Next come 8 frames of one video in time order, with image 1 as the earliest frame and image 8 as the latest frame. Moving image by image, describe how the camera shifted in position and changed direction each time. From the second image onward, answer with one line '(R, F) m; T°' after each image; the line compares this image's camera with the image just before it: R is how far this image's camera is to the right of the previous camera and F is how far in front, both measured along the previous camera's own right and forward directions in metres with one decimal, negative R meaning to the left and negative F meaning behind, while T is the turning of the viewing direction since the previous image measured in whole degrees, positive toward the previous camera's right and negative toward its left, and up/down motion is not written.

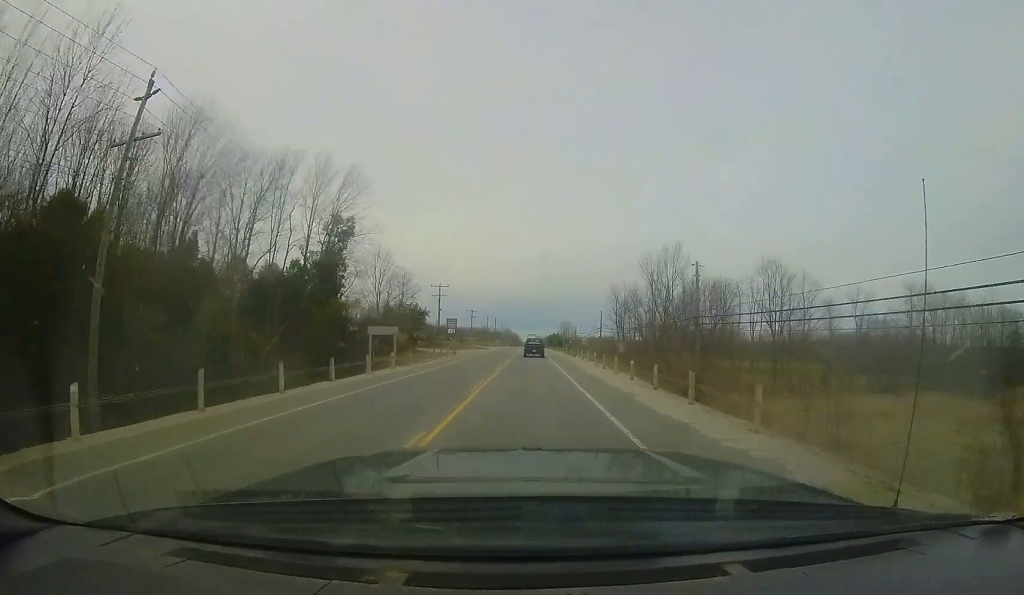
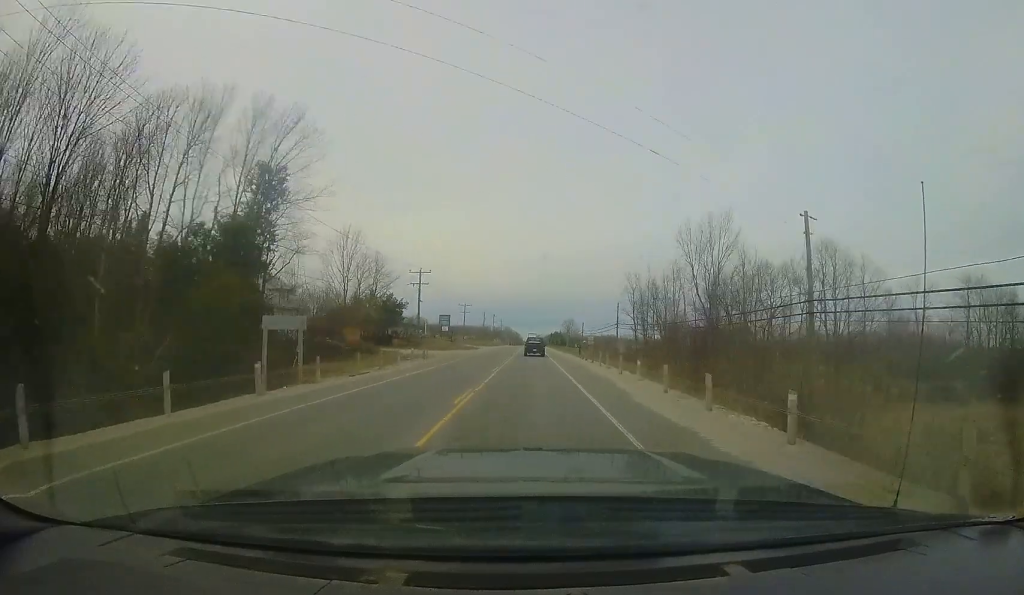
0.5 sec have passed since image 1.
(-0.2, +11.7) m; -1°
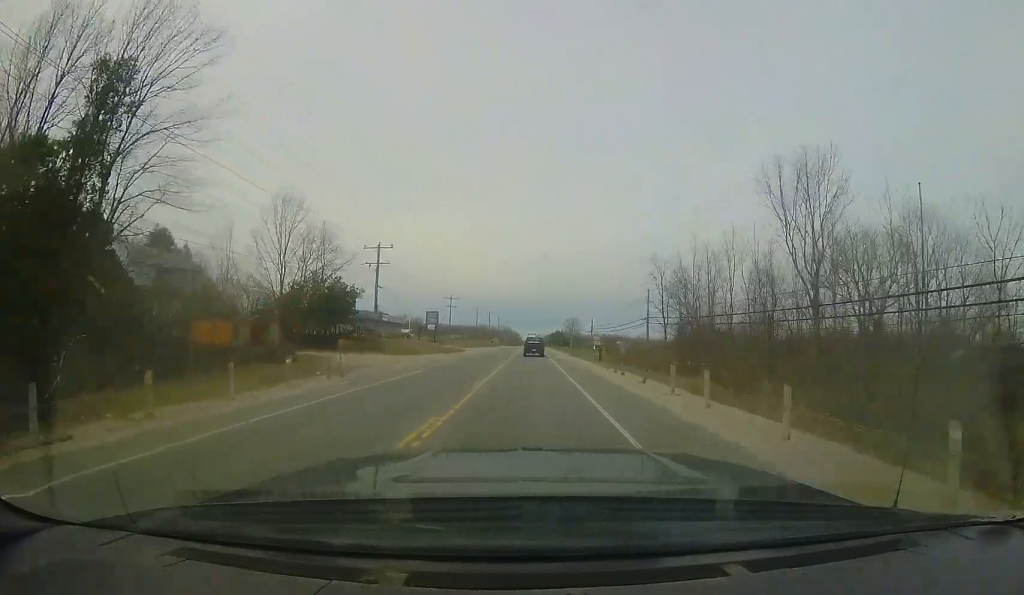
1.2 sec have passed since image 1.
(0.0, +13.9) m; 0°
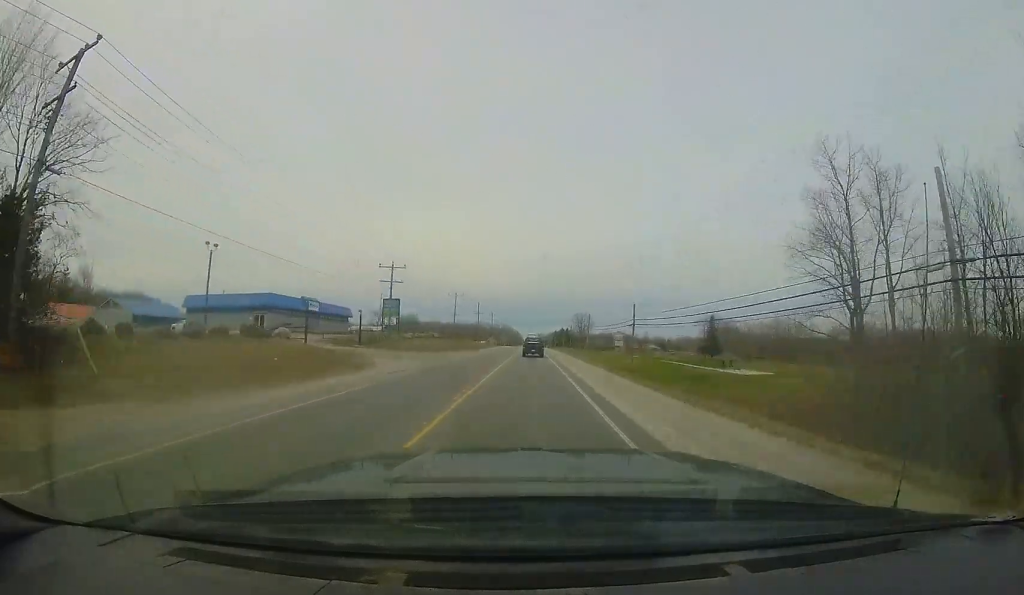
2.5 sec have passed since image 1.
(+0.4, +29.9) m; +1°
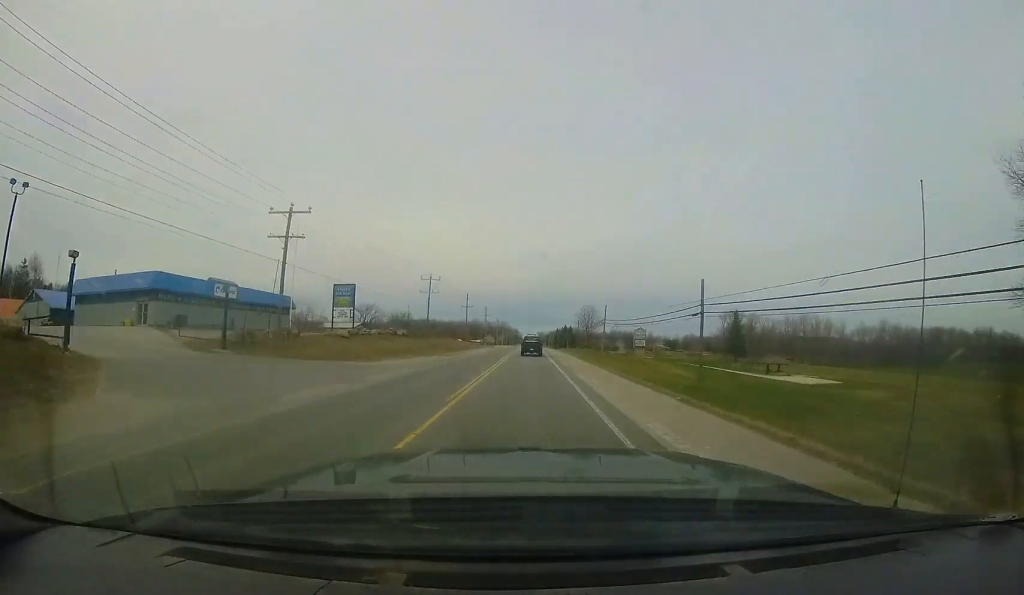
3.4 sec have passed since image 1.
(+0.1, +18.2) m; 0°
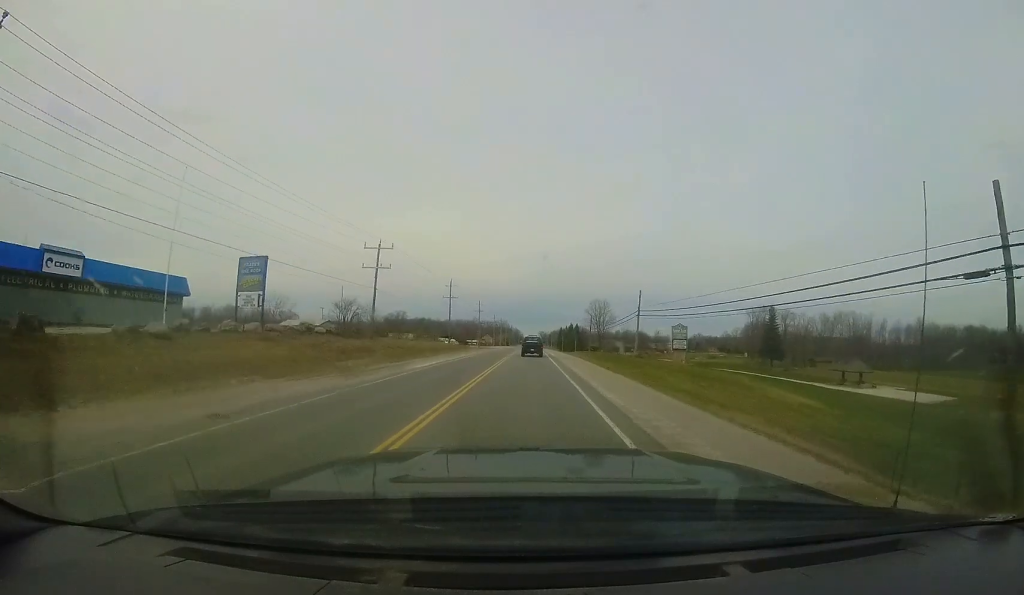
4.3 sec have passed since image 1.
(+0.1, +19.8) m; 0°
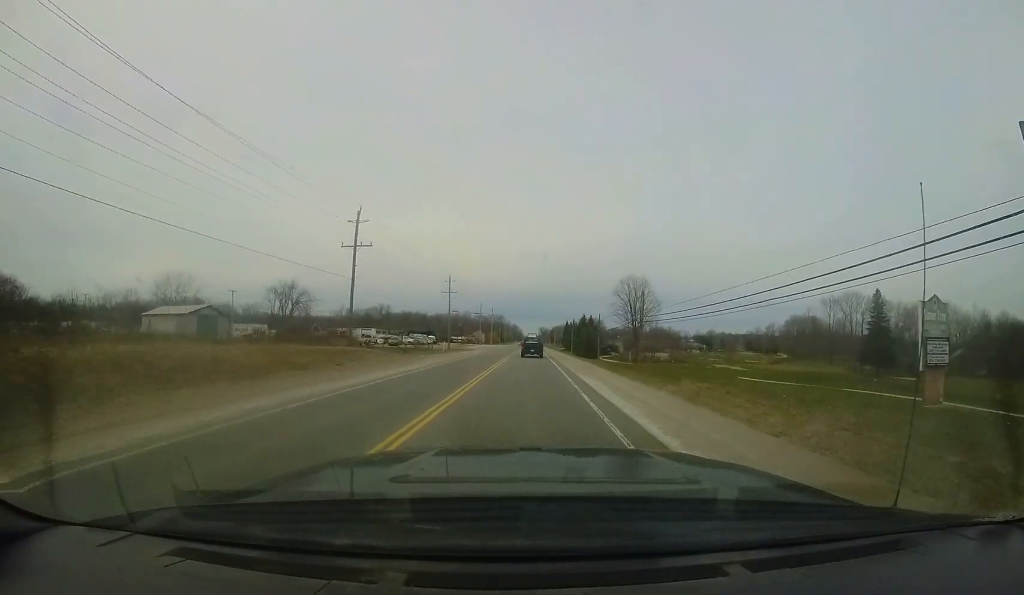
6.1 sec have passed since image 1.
(-1.0, +39.0) m; -2°
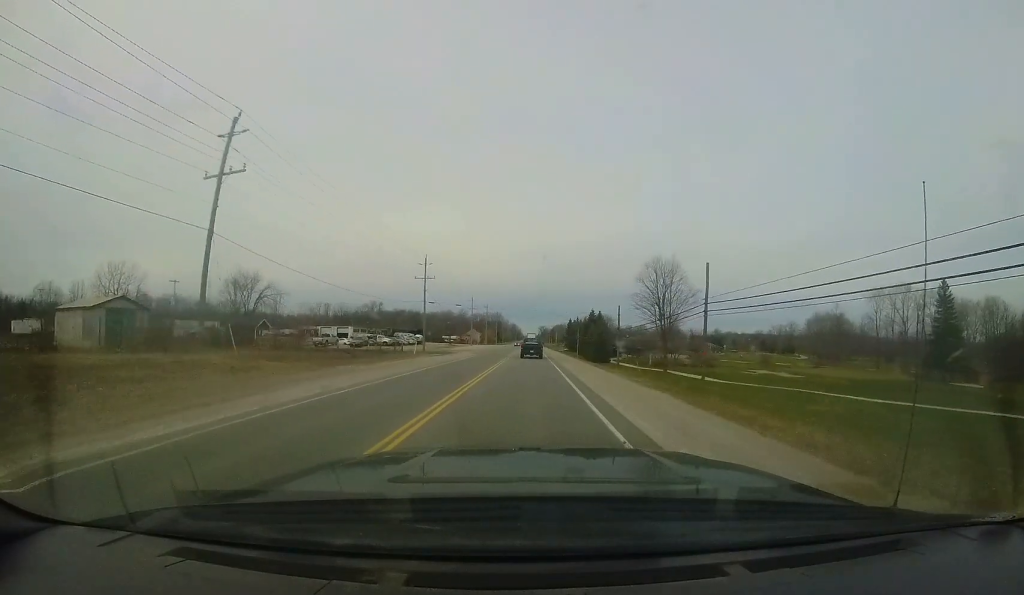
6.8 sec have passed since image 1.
(-0.2, +16.2) m; +1°
